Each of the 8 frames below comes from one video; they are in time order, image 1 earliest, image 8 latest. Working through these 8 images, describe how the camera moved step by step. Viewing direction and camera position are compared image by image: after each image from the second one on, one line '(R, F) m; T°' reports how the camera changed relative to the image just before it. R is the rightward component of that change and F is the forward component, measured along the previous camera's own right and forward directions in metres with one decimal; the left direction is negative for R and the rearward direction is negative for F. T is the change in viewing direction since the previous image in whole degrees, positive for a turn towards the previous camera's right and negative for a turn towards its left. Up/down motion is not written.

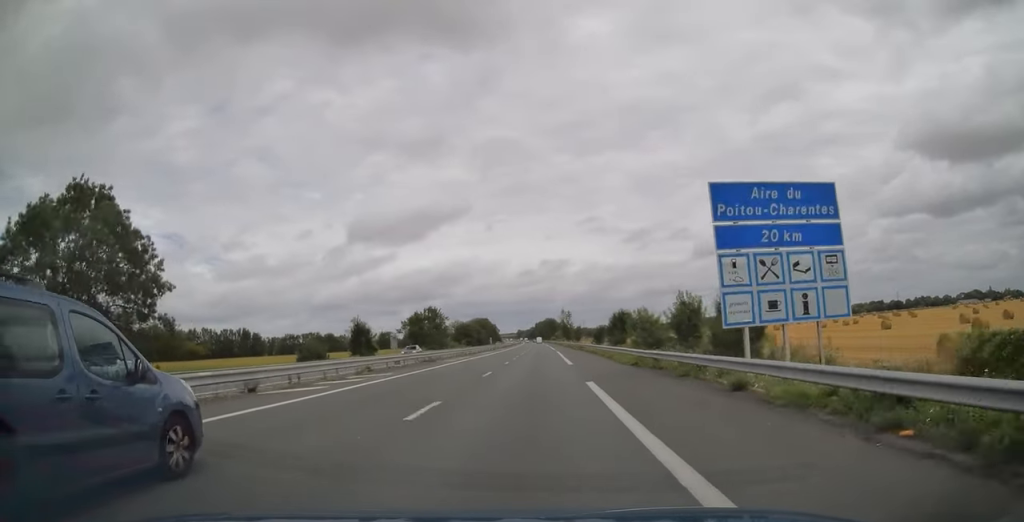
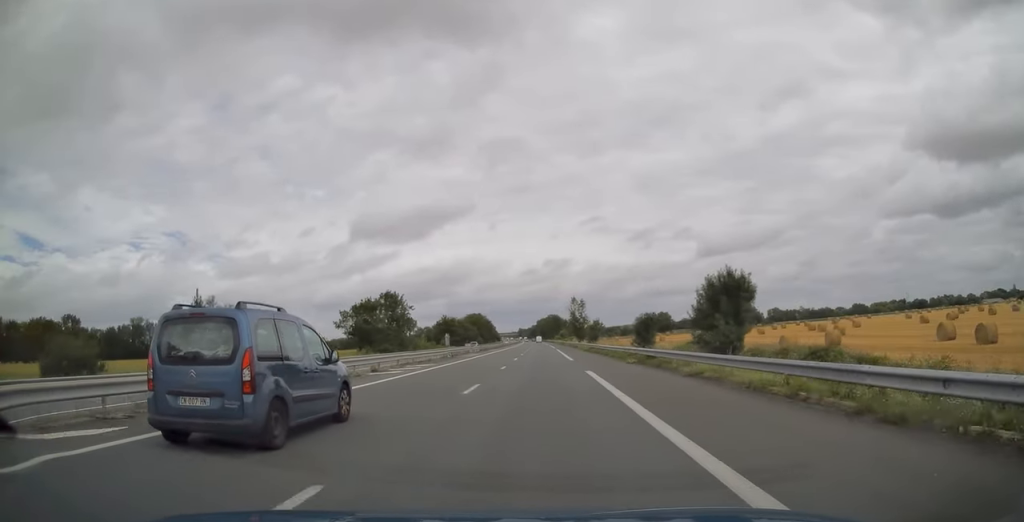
(-0.3, +46.9) m; -1°
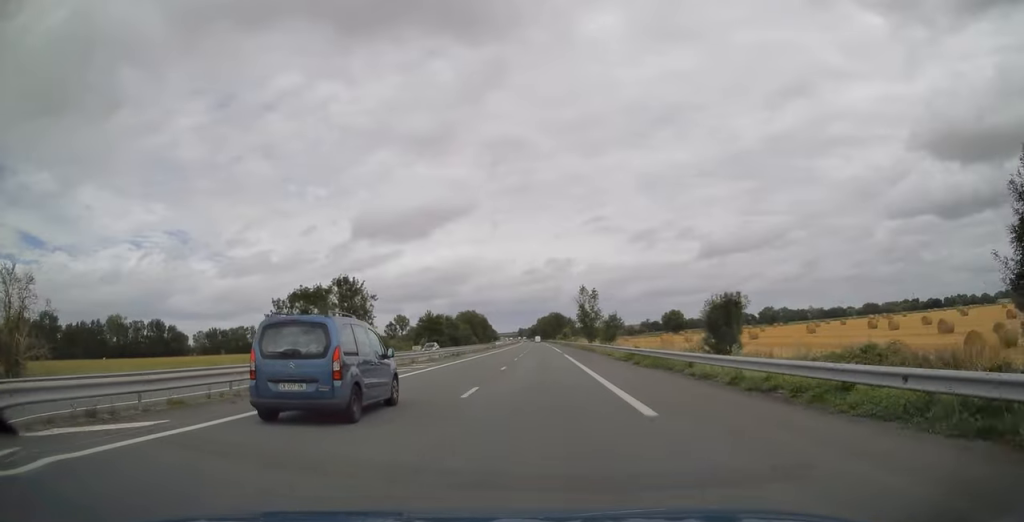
(0.0, +26.9) m; 0°
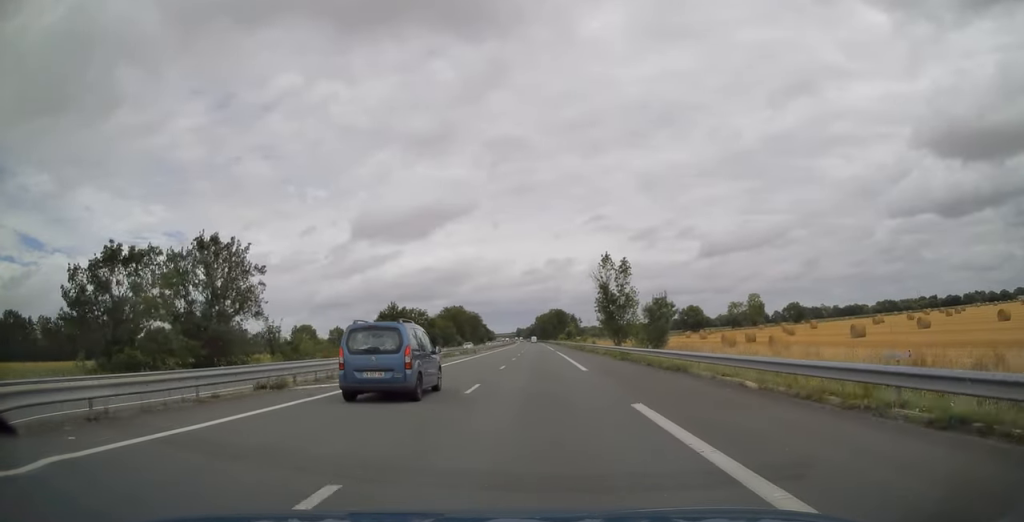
(+0.1, +37.5) m; 0°
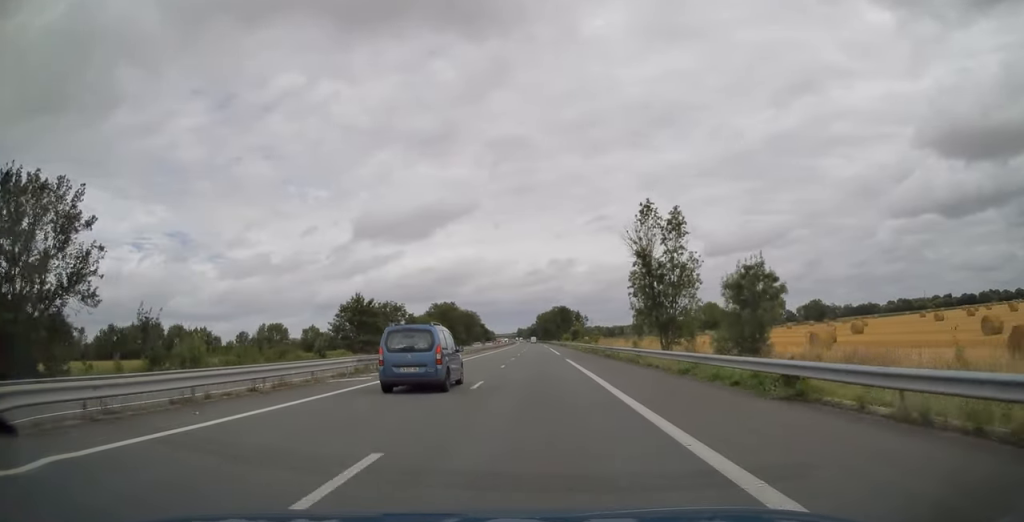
(0.0, +24.1) m; 0°
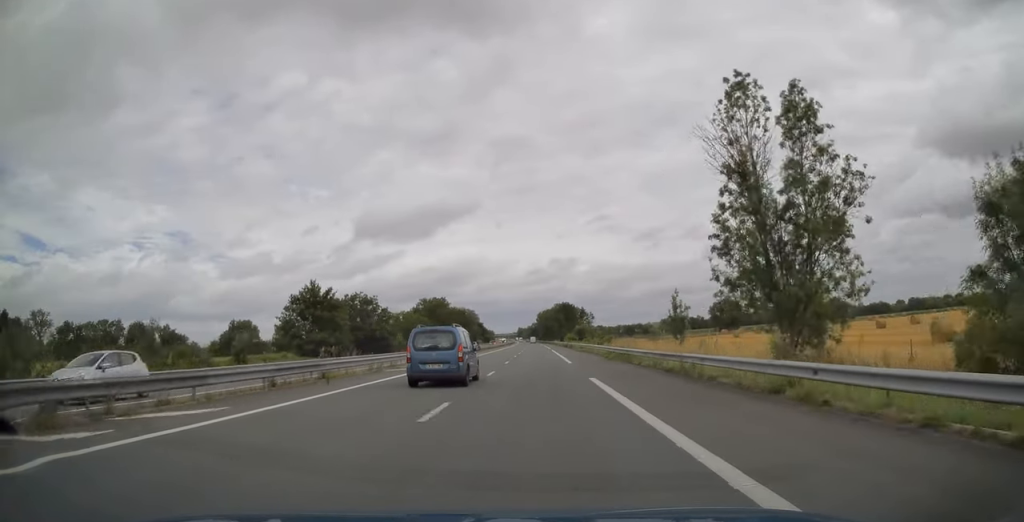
(0.0, +19.9) m; 0°
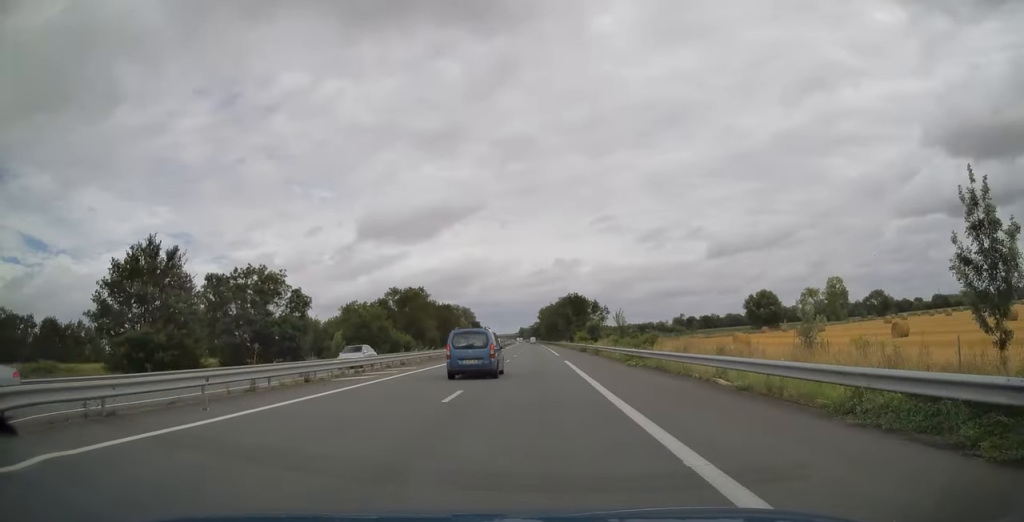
(-0.2, +35.4) m; 0°
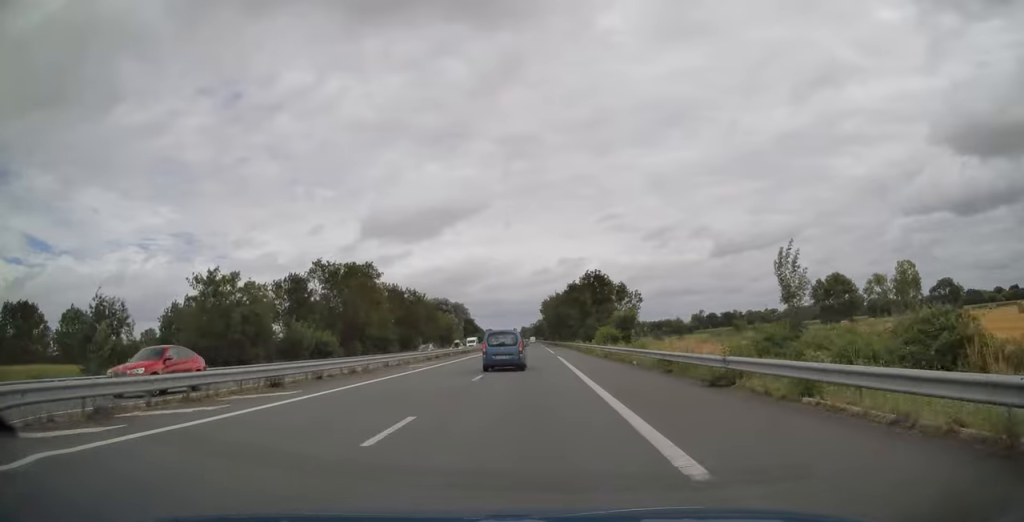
(0.0, +44.5) m; 0°
